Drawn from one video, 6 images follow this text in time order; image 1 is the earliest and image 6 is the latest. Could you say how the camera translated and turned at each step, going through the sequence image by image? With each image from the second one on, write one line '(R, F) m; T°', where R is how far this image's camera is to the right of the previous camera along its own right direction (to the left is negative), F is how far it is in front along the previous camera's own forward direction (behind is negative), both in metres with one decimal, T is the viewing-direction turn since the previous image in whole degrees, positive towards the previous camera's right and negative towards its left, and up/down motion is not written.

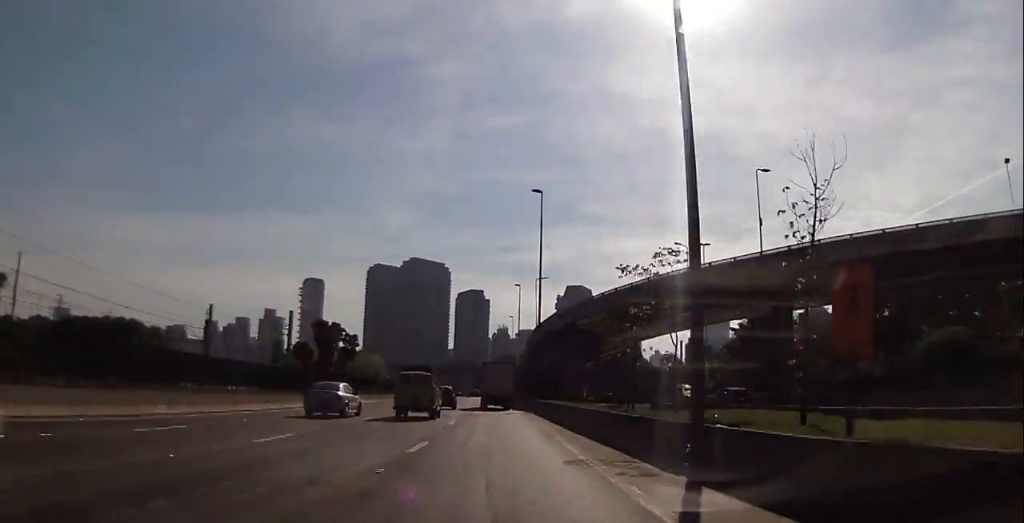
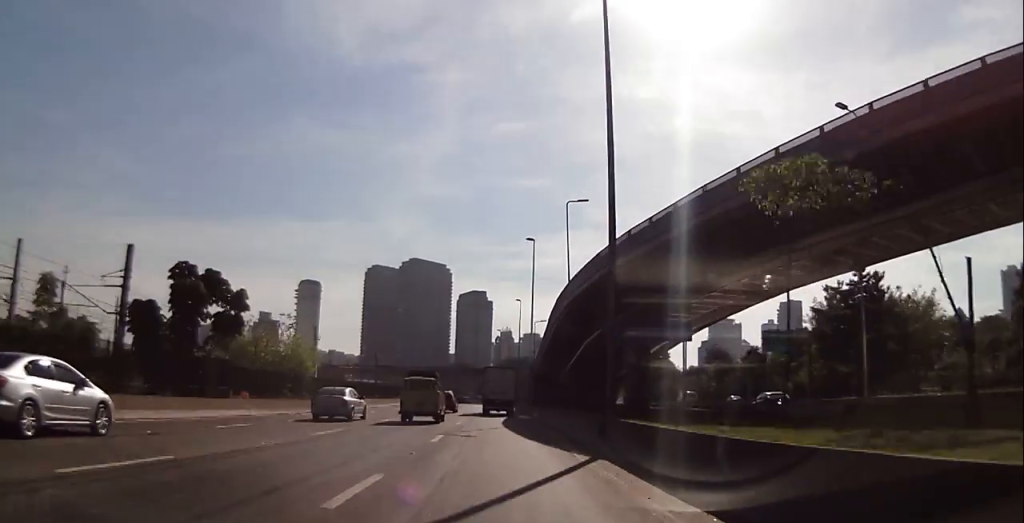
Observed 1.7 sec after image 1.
(-0.4, +32.3) m; -1°
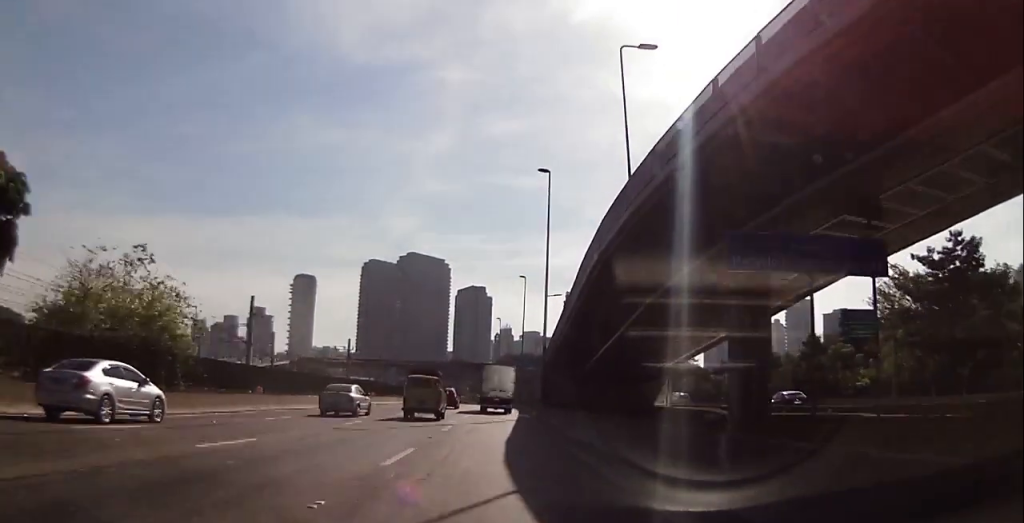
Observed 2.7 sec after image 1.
(+0.1, +17.8) m; +1°
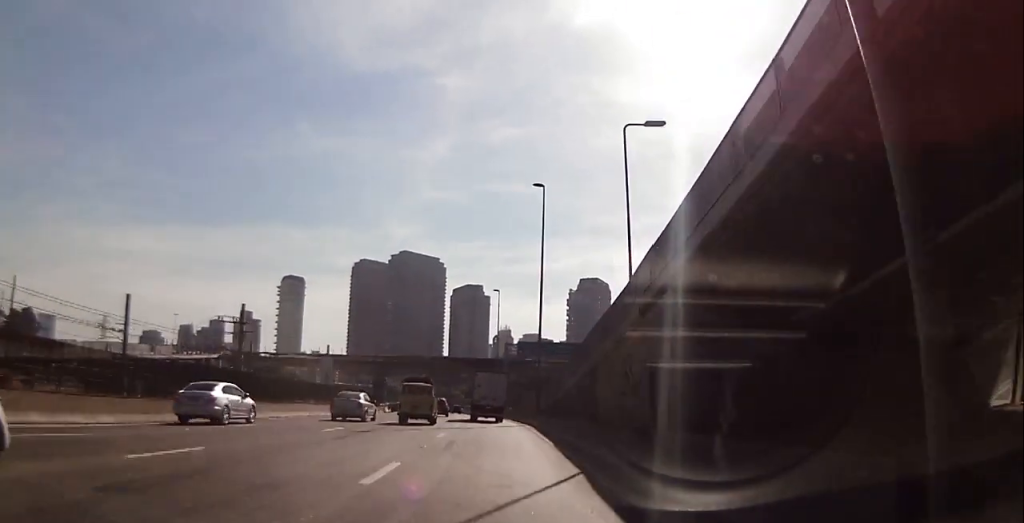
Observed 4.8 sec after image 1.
(+0.1, +35.7) m; 0°
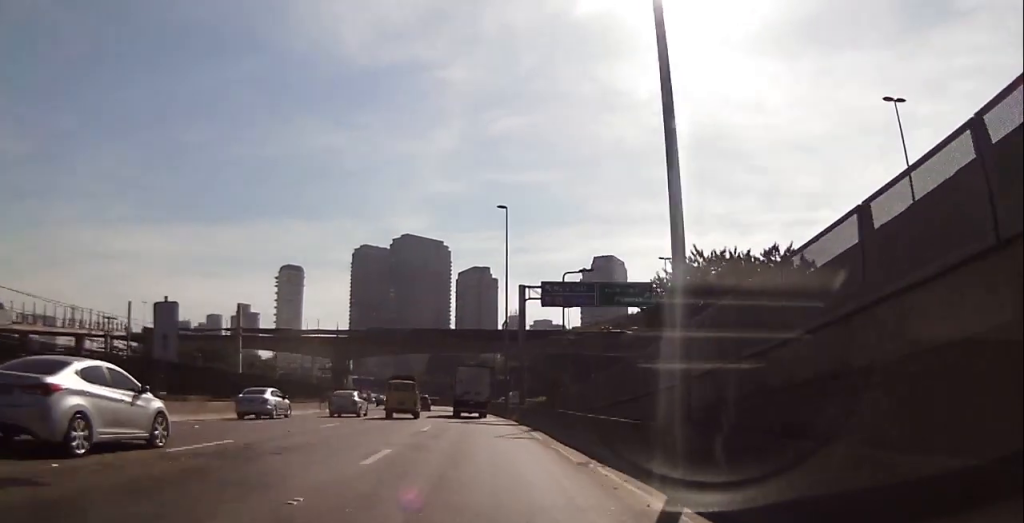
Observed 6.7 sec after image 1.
(-0.6, +32.9) m; -2°
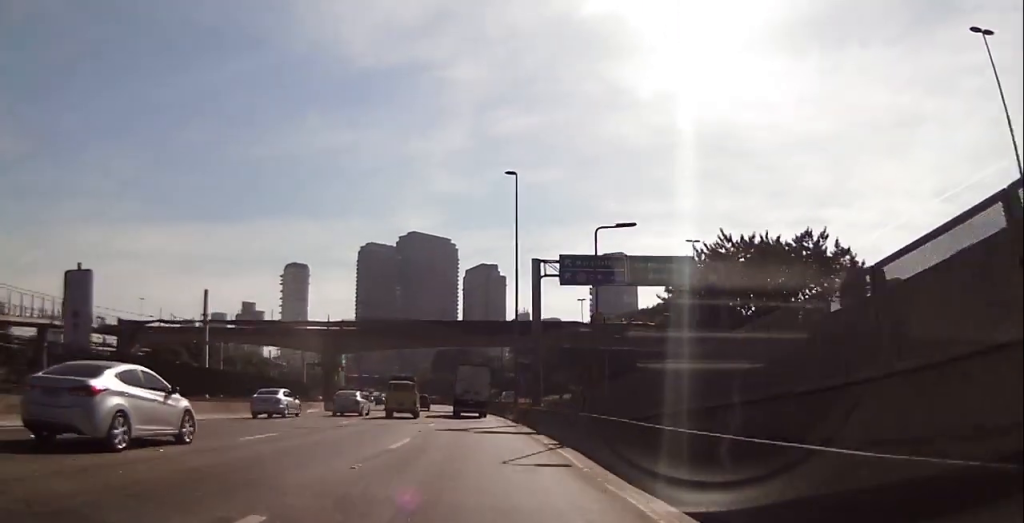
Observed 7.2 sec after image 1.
(+0.1, +8.1) m; -1°
